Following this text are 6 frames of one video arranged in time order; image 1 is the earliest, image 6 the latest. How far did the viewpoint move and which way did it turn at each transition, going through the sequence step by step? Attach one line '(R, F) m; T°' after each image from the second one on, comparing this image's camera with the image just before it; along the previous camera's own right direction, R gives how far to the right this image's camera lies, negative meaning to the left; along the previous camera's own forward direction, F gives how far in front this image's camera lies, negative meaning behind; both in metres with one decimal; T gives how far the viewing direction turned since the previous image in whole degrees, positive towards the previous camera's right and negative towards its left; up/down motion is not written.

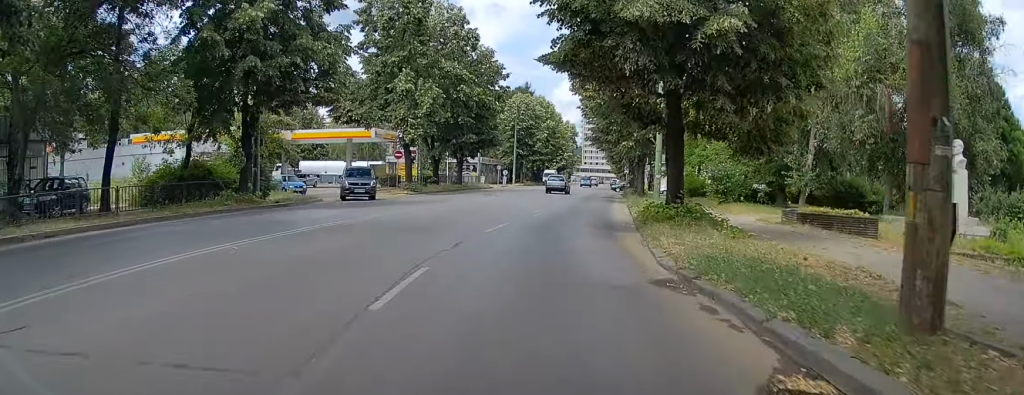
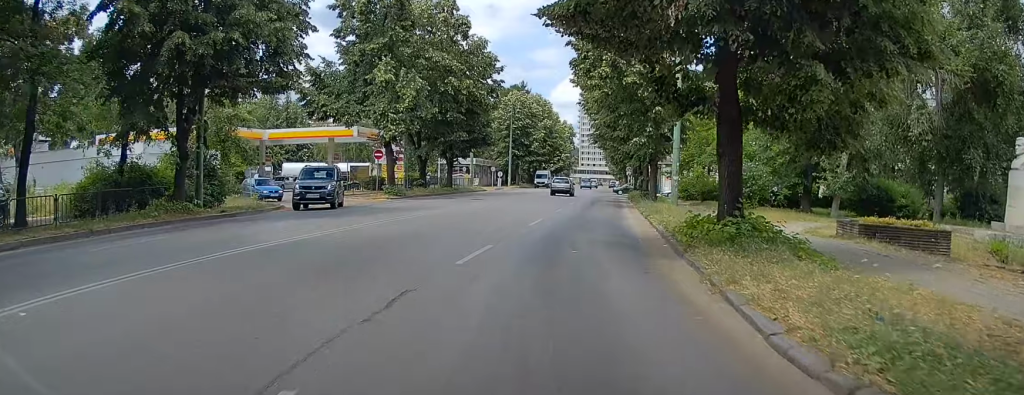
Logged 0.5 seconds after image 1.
(-0.1, +5.2) m; 0°
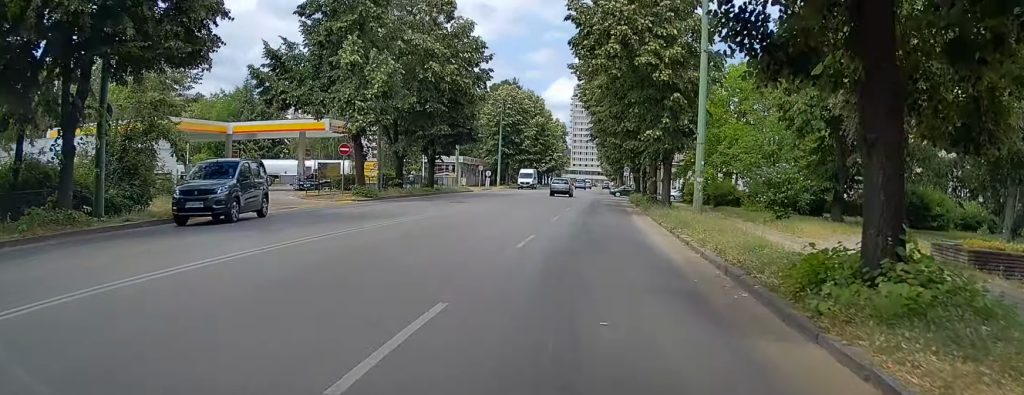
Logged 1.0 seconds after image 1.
(+0.1, +5.9) m; +1°
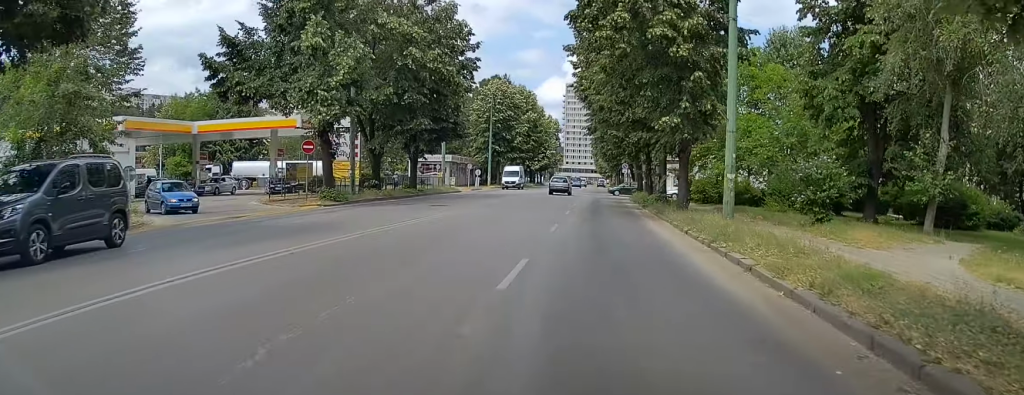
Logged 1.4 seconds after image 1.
(0.0, +4.8) m; +1°
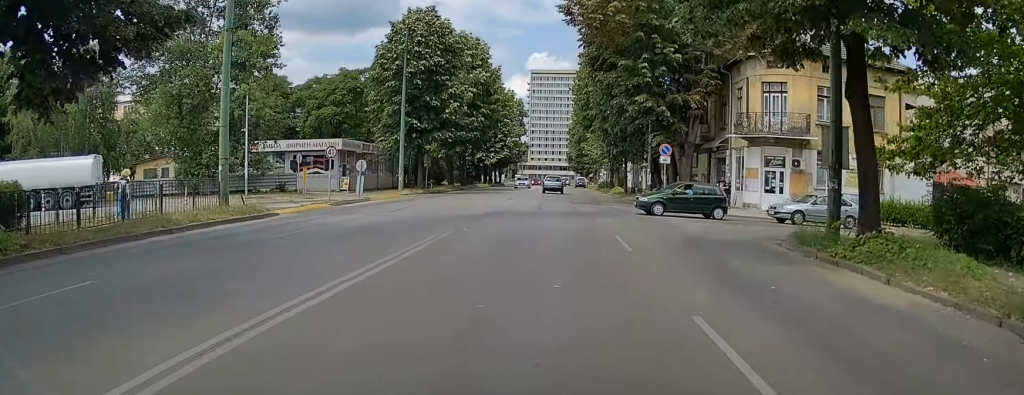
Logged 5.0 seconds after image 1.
(+0.7, +40.3) m; +2°
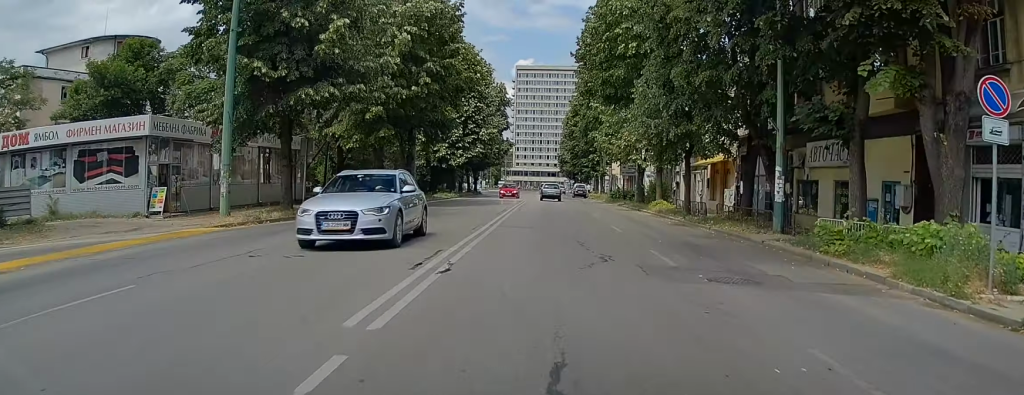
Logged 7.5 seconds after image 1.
(+0.1, +28.0) m; 0°
